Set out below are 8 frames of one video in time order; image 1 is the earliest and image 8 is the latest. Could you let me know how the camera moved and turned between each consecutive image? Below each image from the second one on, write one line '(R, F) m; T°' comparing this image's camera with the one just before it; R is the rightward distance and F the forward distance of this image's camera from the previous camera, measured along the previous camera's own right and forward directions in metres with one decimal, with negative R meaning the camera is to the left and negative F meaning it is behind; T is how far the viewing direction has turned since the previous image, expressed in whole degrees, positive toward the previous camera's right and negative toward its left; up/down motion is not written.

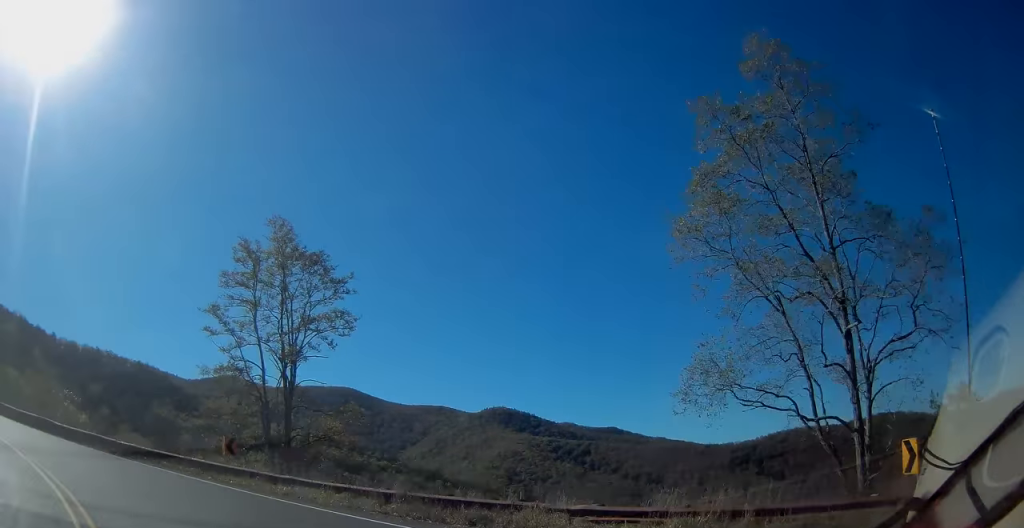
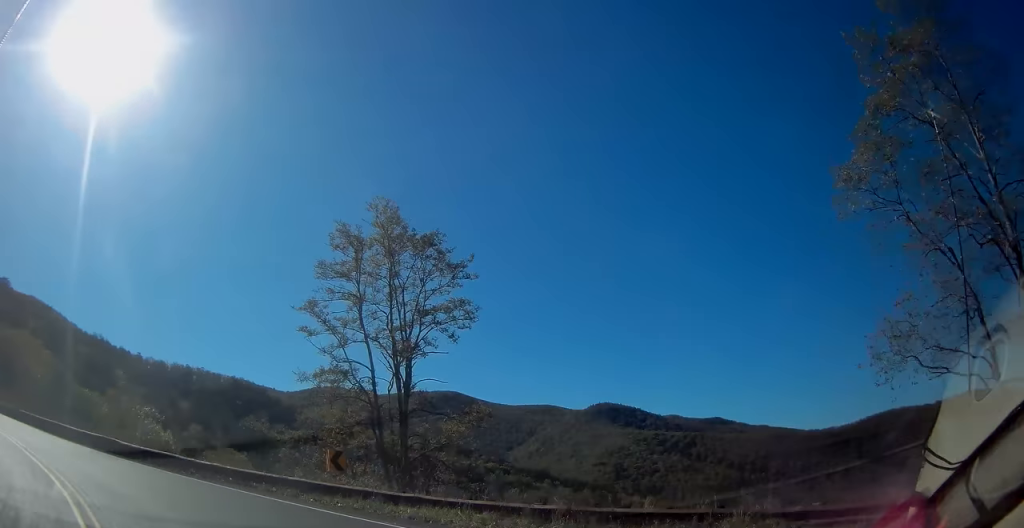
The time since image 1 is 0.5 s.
(-0.3, +3.1) m; -11°
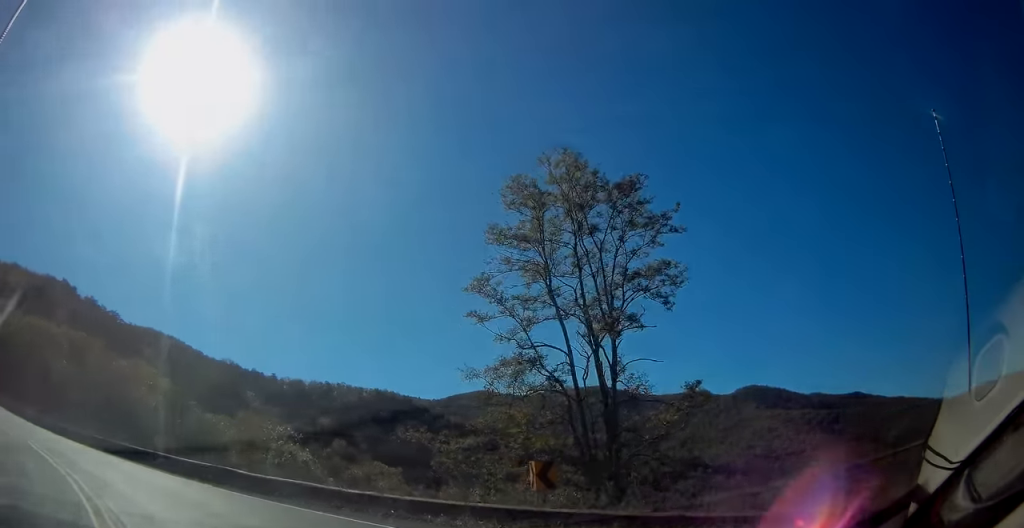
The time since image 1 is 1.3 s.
(-0.6, +4.5) m; -16°
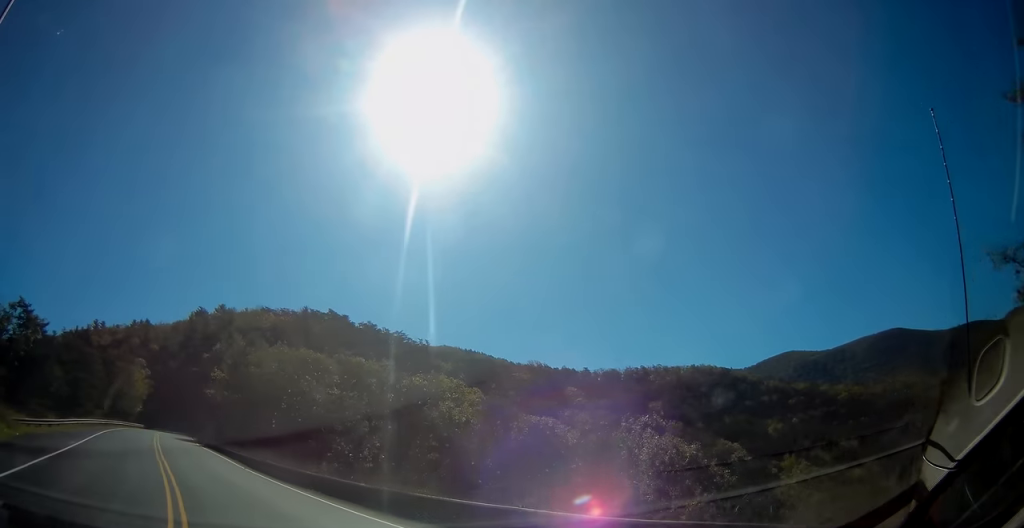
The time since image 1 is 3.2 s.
(-2.9, +11.2) m; -27°
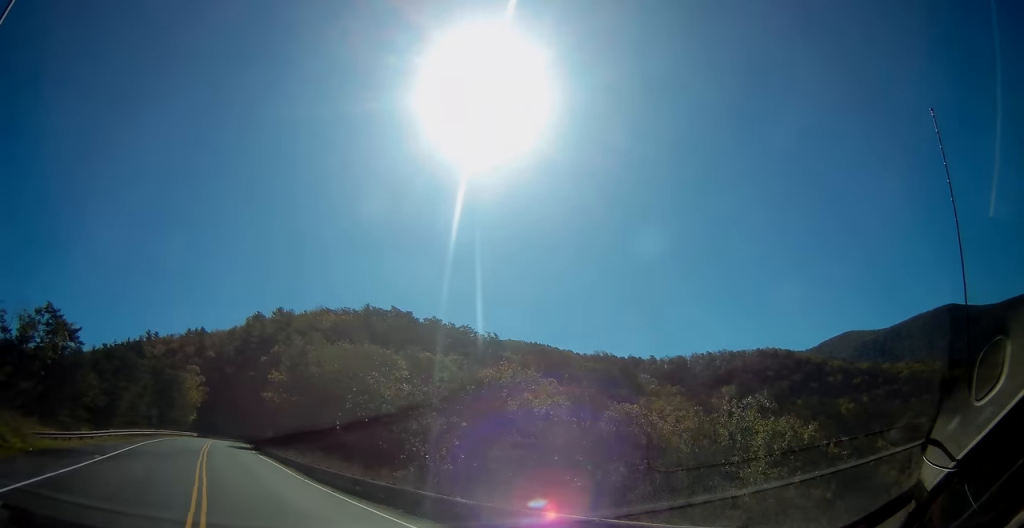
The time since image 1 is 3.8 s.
(-0.5, +4.3) m; -6°
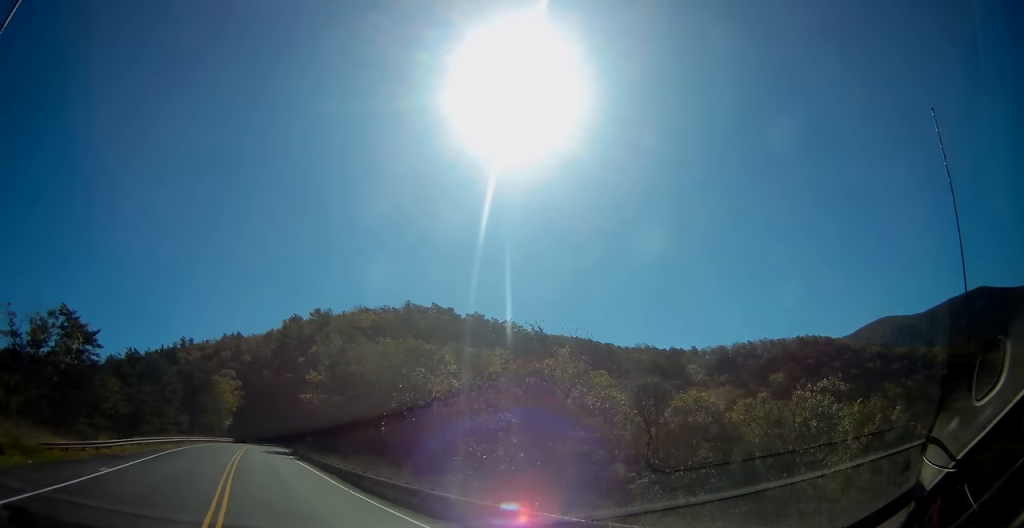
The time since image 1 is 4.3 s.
(-0.1, +3.2) m; -4°
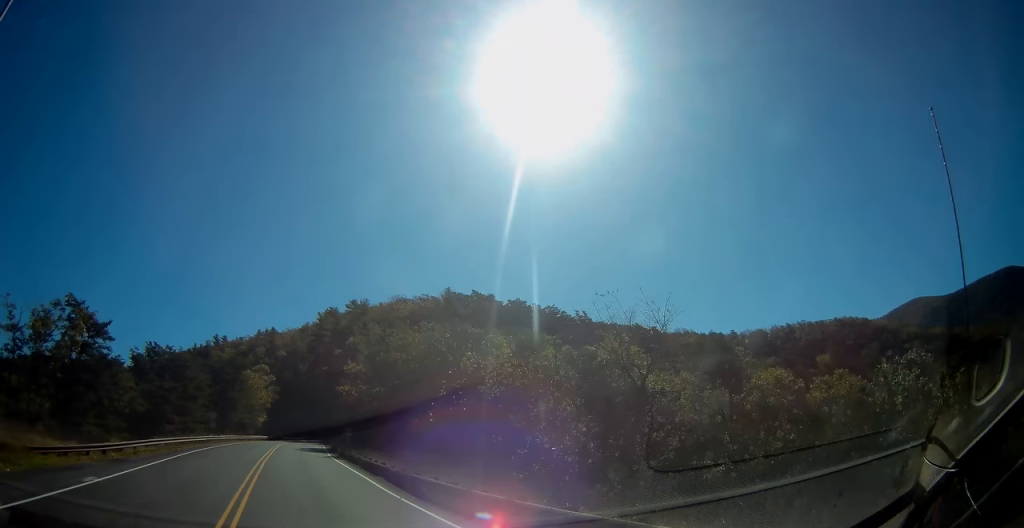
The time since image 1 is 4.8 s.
(-0.2, +4.3) m; -2°
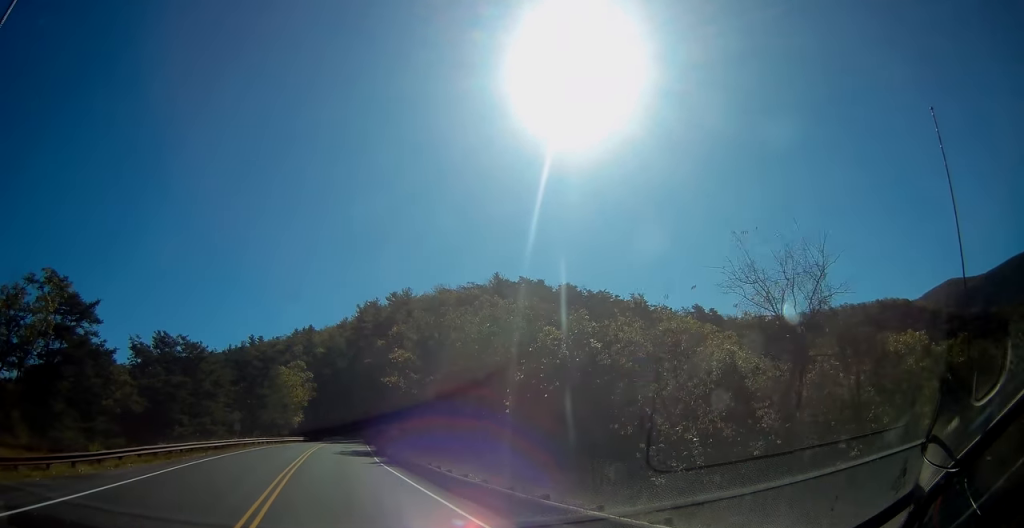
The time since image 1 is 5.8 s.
(-0.2, +8.0) m; -3°
